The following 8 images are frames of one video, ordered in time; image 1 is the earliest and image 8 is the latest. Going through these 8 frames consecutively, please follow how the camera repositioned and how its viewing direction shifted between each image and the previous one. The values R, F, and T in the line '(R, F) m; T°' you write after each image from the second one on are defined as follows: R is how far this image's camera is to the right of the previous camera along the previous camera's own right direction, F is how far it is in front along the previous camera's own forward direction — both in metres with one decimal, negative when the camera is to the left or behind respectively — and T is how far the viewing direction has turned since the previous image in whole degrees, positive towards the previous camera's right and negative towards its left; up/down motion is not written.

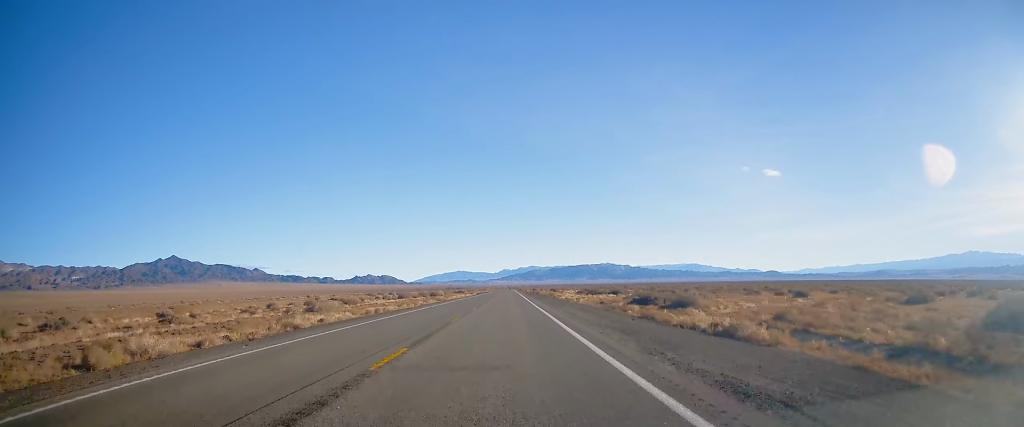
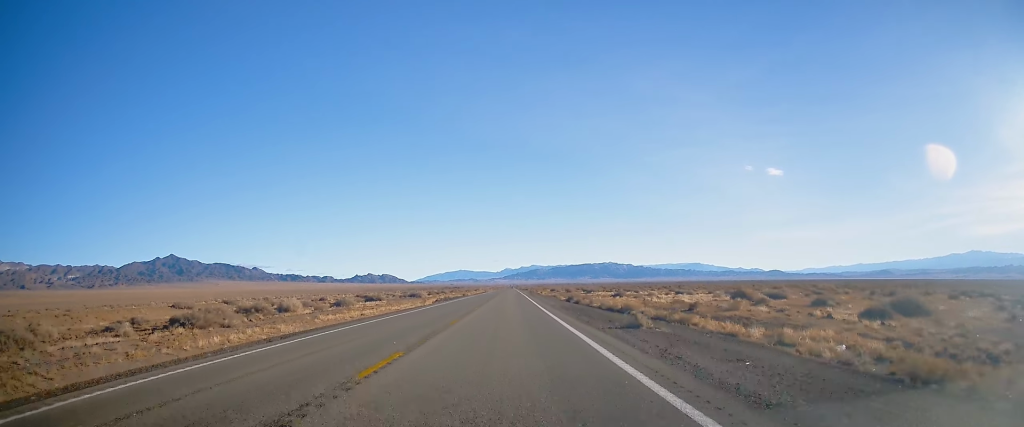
(+0.9, +109.5) m; 0°
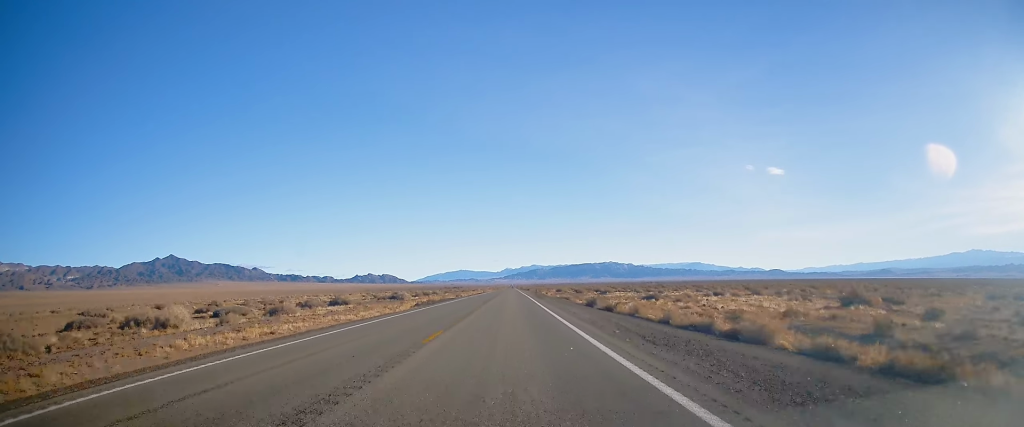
(0.0, +19.1) m; 0°
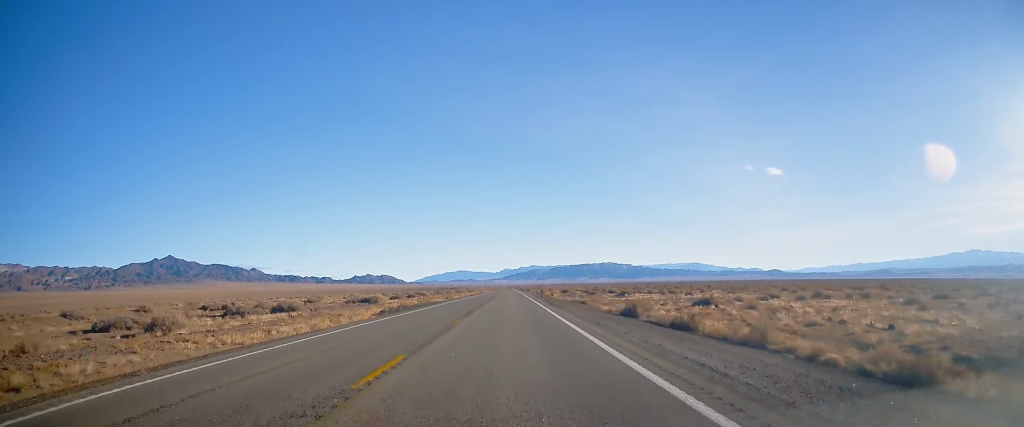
(+0.1, +18.0) m; 0°
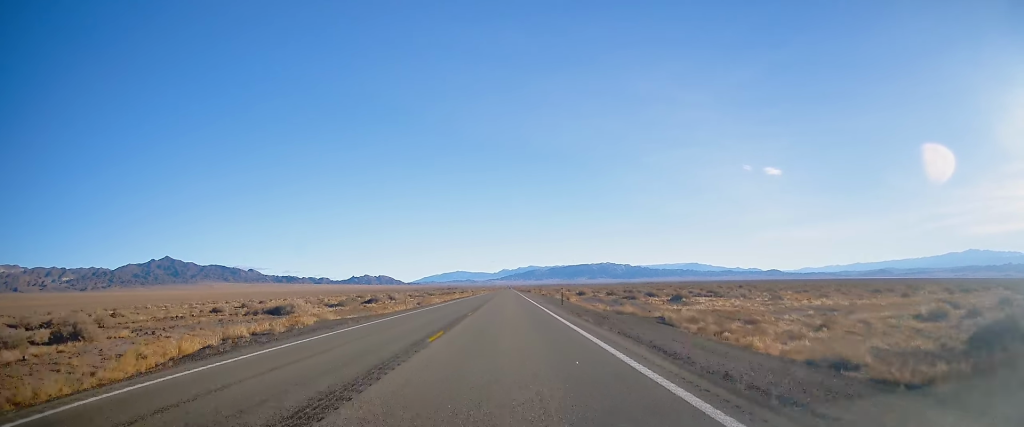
(-0.1, +30.4) m; 0°
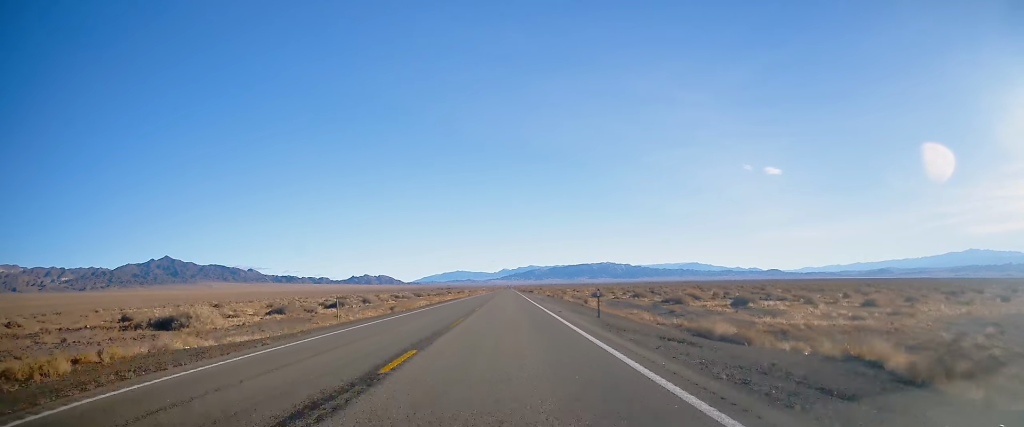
(0.0, +16.9) m; 0°
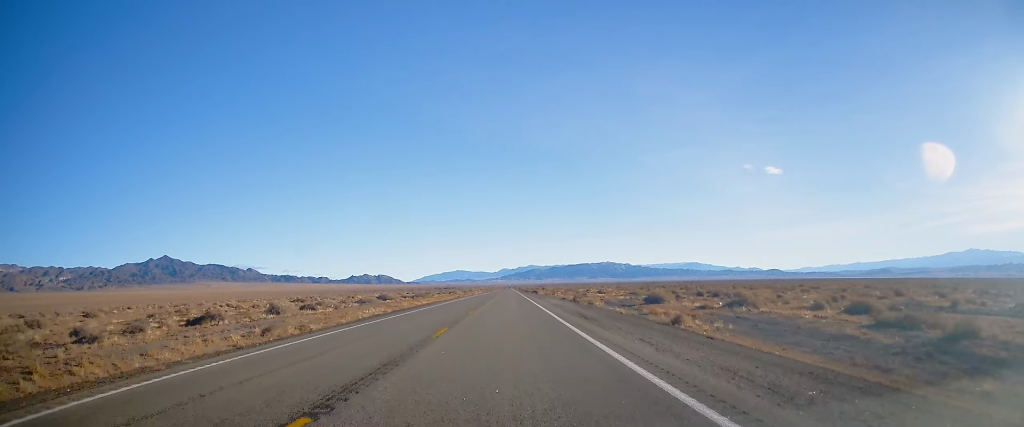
(-0.2, +30.5) m; +1°
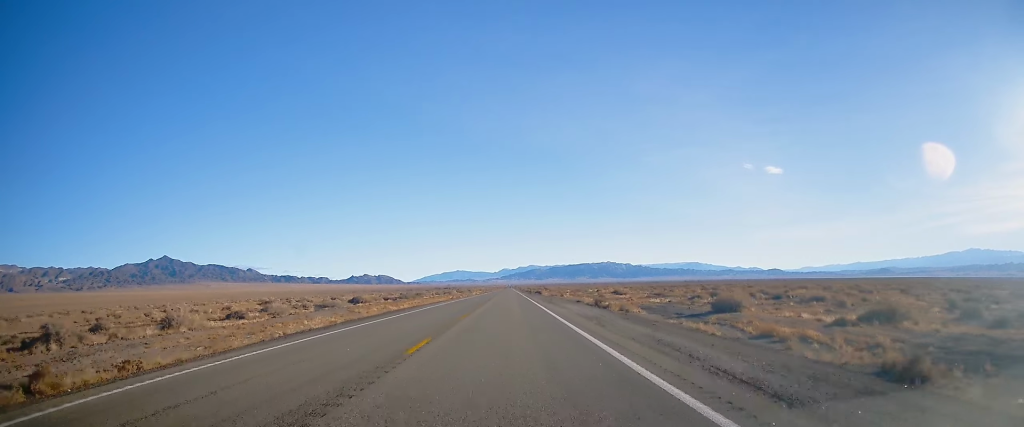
(+0.3, +15.8) m; 0°
